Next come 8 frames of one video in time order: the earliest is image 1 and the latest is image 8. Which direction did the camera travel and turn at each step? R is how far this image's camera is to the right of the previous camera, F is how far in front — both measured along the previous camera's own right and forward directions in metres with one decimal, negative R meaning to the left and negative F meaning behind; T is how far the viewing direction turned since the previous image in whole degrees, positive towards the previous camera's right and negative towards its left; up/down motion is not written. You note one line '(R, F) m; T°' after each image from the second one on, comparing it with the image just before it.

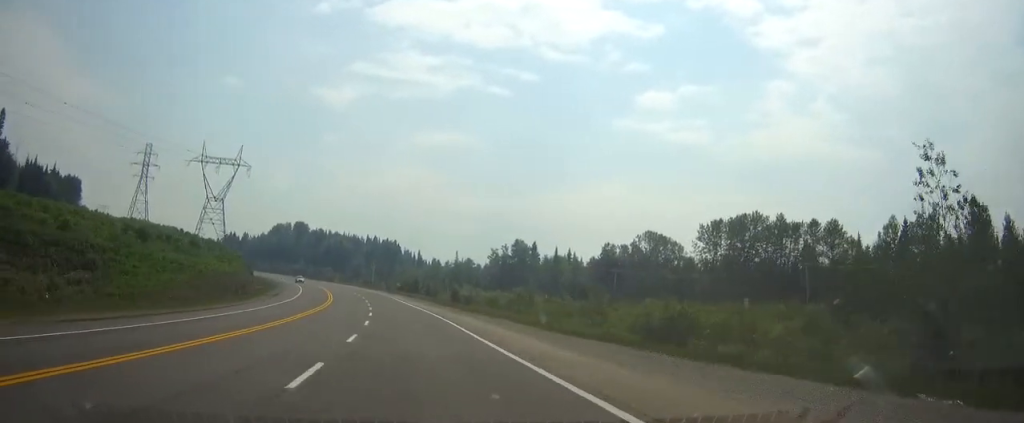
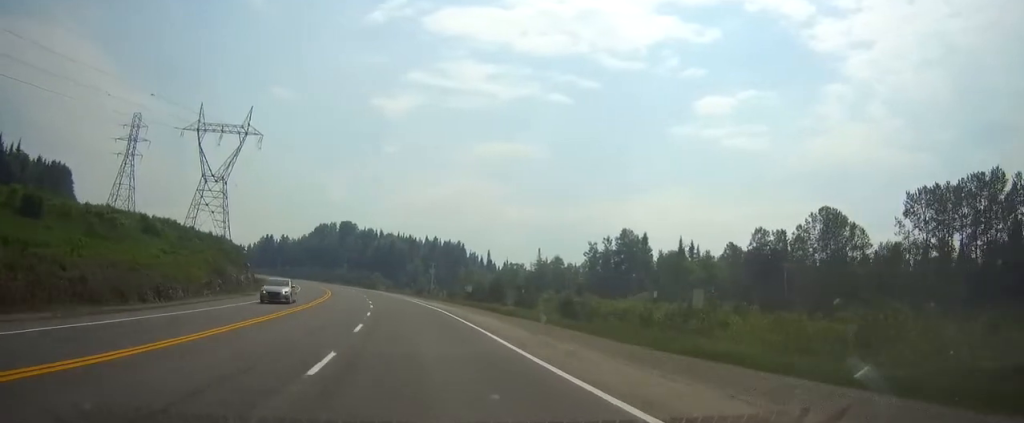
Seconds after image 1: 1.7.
(0.0, +50.6) m; 0°
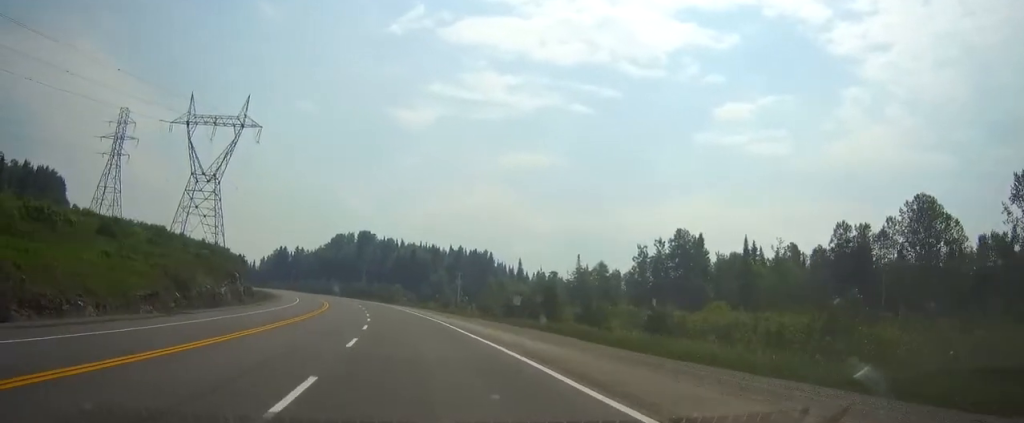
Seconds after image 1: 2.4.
(0.0, +19.7) m; 0°
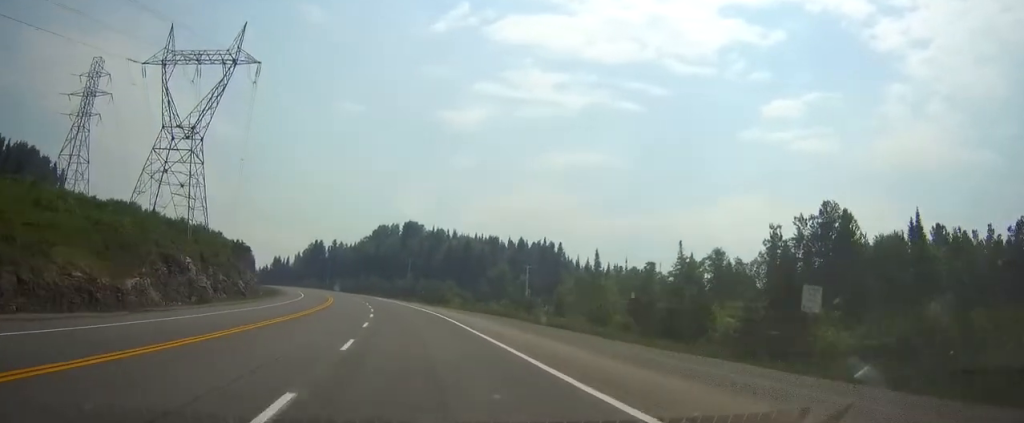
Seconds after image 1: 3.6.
(0.0, +36.2) m; 0°
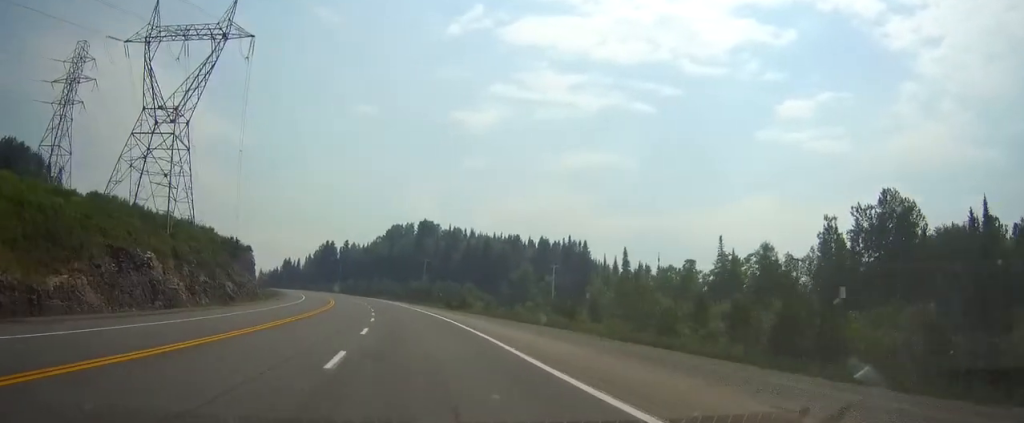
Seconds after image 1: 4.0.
(0.0, +11.7) m; 0°
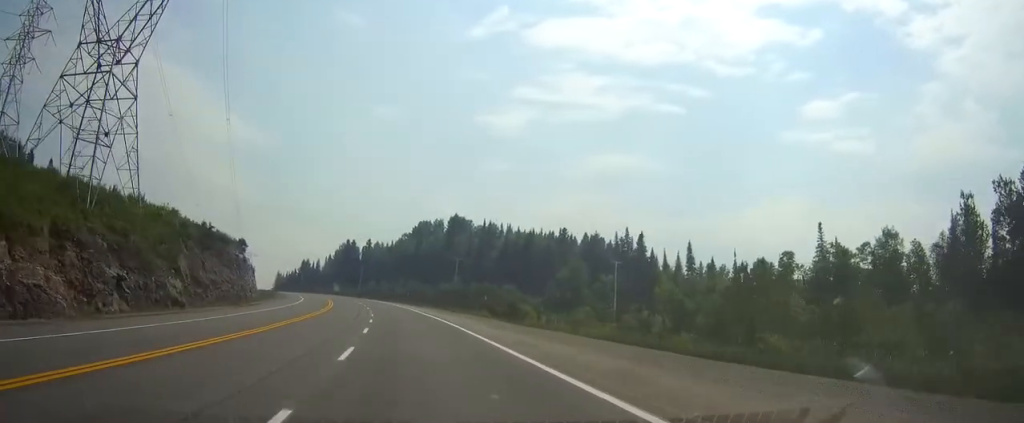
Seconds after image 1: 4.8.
(0.0, +24.3) m; -2°
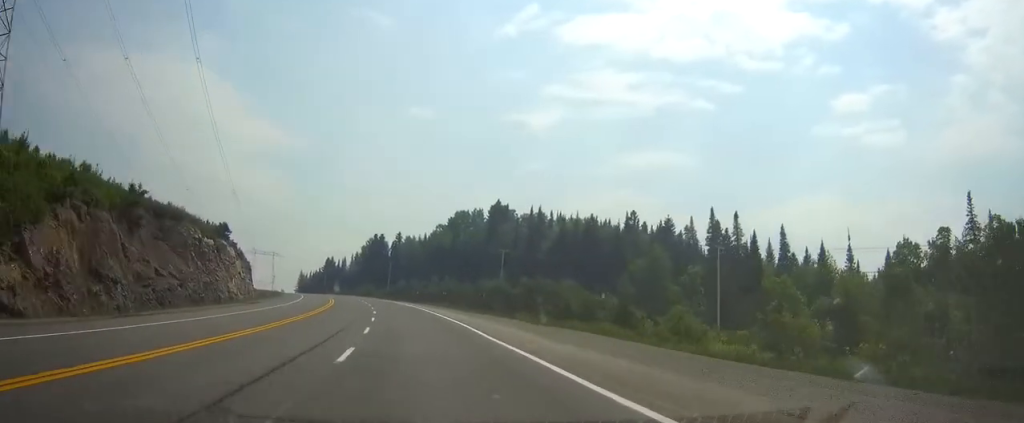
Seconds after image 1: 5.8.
(-0.3, +26.8) m; -11°
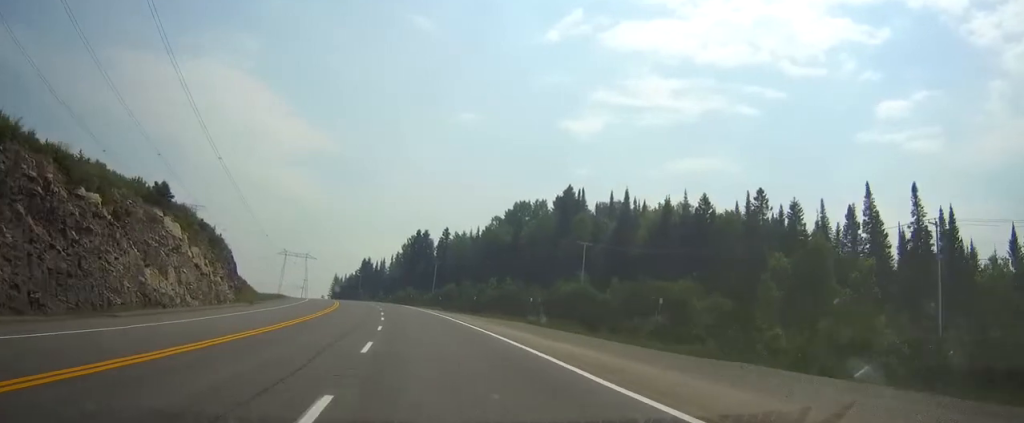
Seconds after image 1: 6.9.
(-6.3, +32.9) m; -12°
